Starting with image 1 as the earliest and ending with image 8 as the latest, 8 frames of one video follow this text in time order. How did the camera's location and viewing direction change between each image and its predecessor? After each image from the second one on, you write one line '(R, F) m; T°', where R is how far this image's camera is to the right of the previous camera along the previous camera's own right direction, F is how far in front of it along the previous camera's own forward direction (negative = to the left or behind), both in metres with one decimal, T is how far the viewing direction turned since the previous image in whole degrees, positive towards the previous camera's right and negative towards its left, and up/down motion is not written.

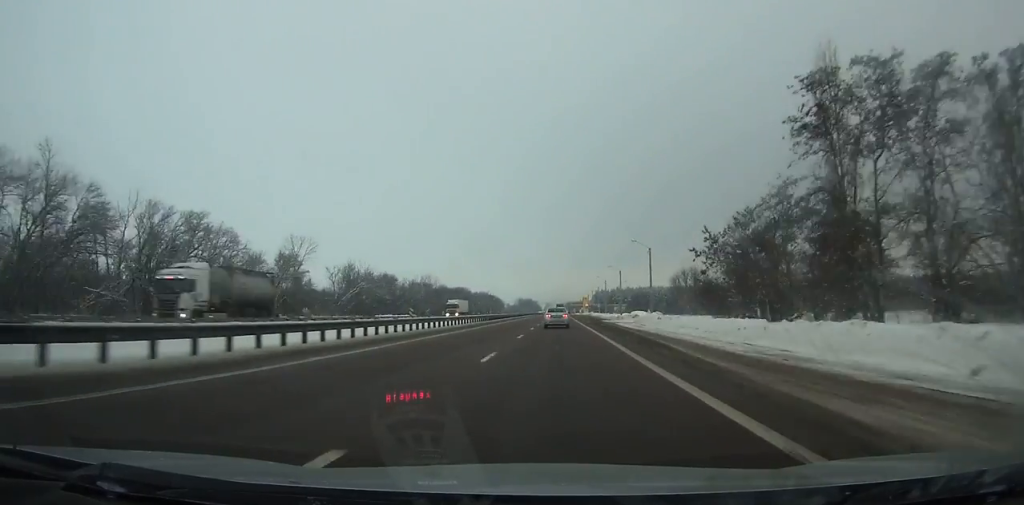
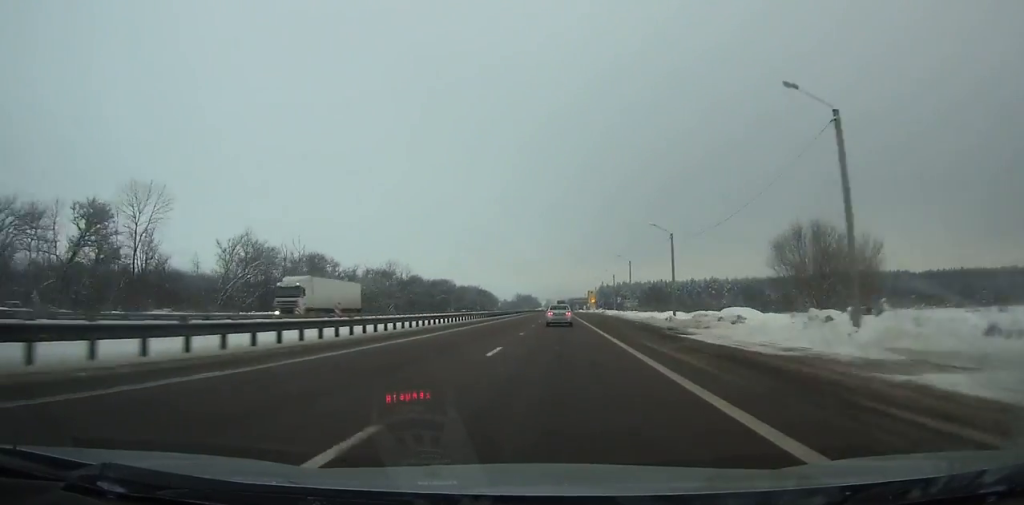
(-0.1, +47.2) m; 0°
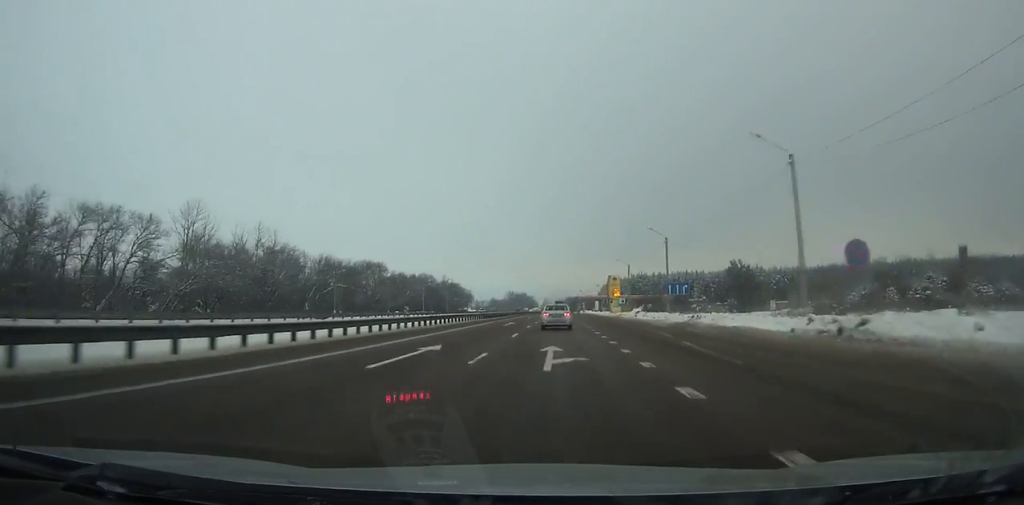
(-0.1, +96.3) m; 0°
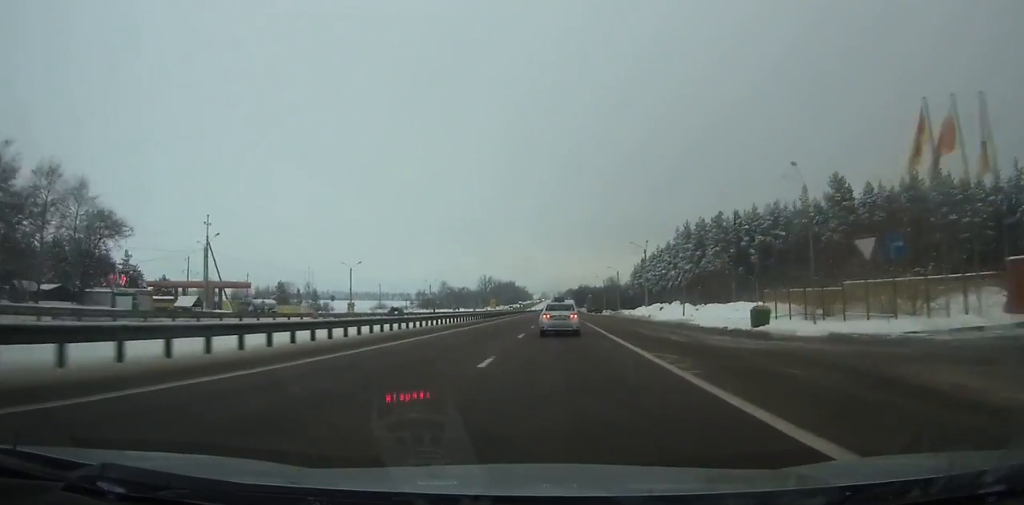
(+0.1, +227.2) m; 0°
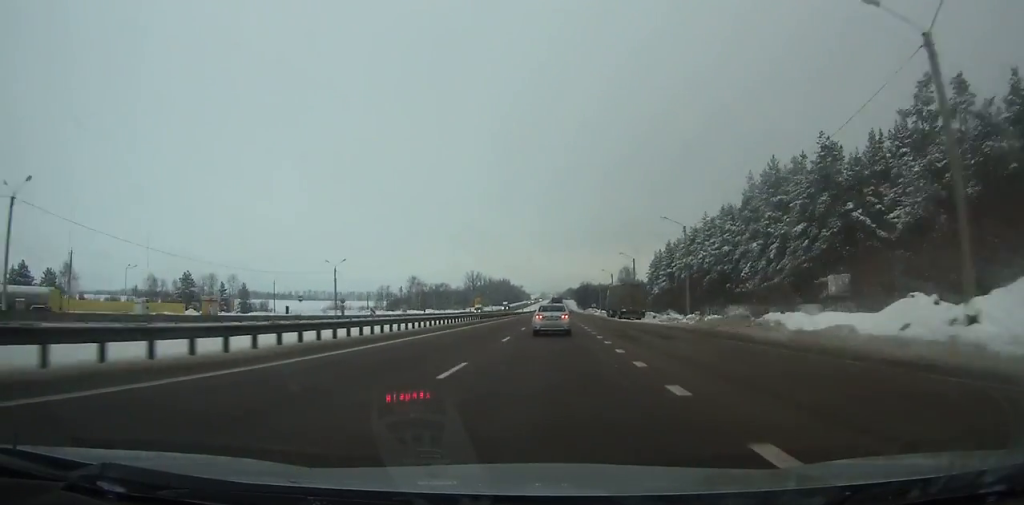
(+0.1, +62.5) m; 0°
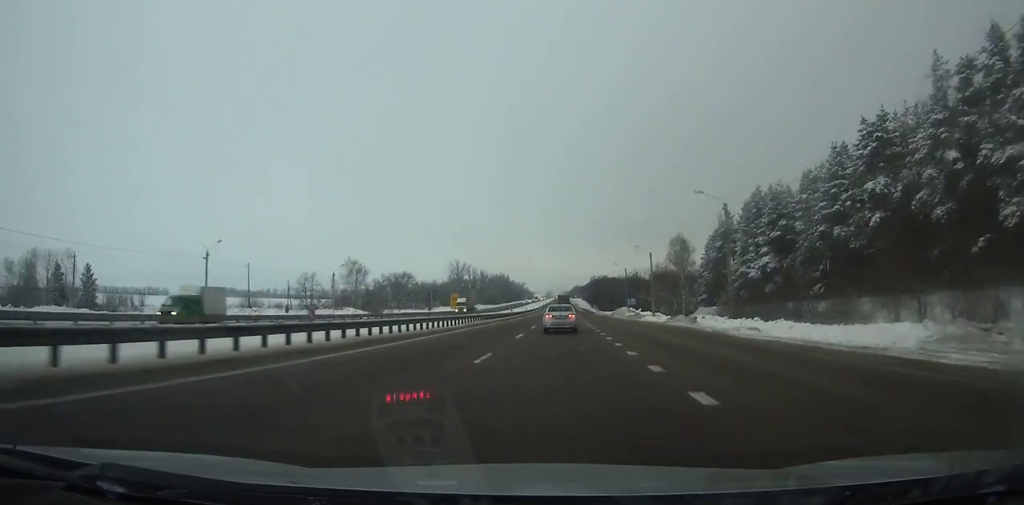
(-0.4, +81.3) m; 0°
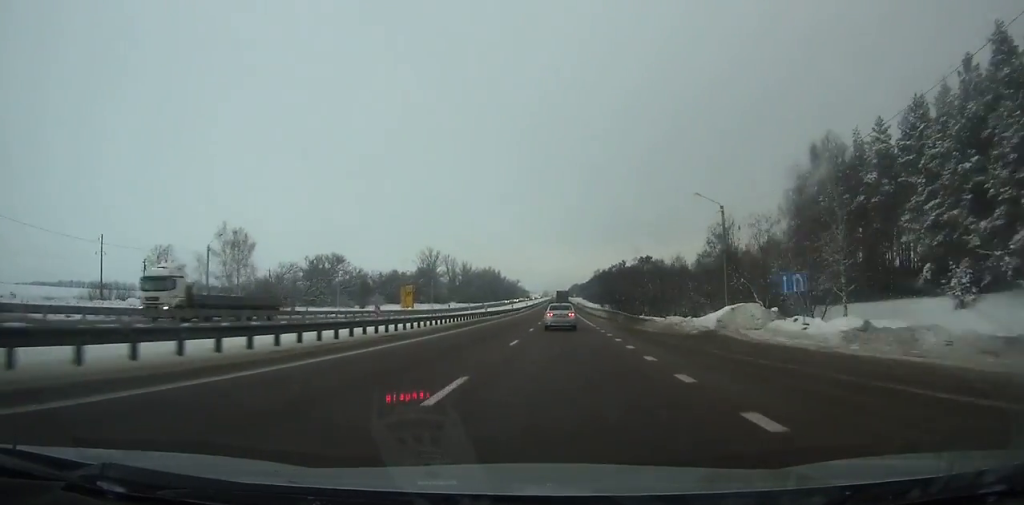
(0.0, +65.5) m; 0°
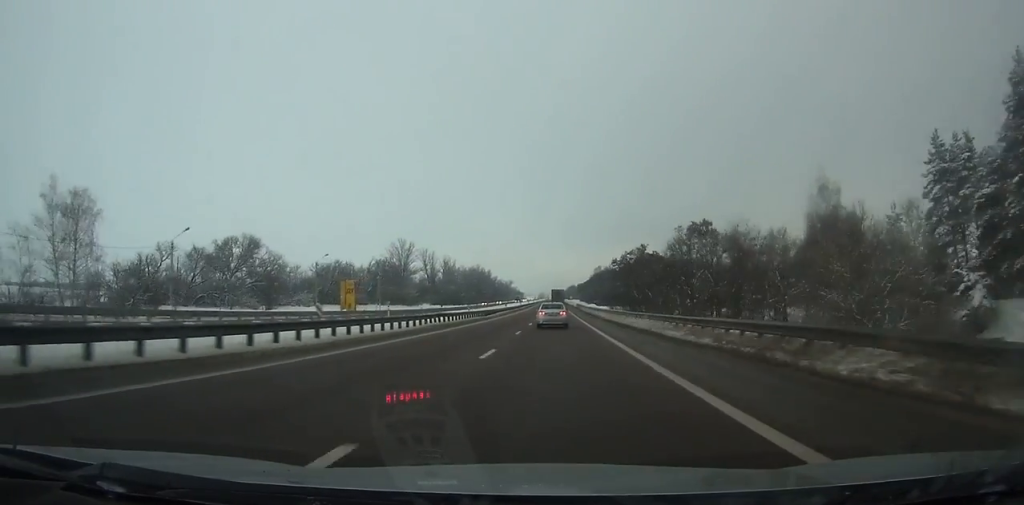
(+0.1, +41.2) m; 0°
